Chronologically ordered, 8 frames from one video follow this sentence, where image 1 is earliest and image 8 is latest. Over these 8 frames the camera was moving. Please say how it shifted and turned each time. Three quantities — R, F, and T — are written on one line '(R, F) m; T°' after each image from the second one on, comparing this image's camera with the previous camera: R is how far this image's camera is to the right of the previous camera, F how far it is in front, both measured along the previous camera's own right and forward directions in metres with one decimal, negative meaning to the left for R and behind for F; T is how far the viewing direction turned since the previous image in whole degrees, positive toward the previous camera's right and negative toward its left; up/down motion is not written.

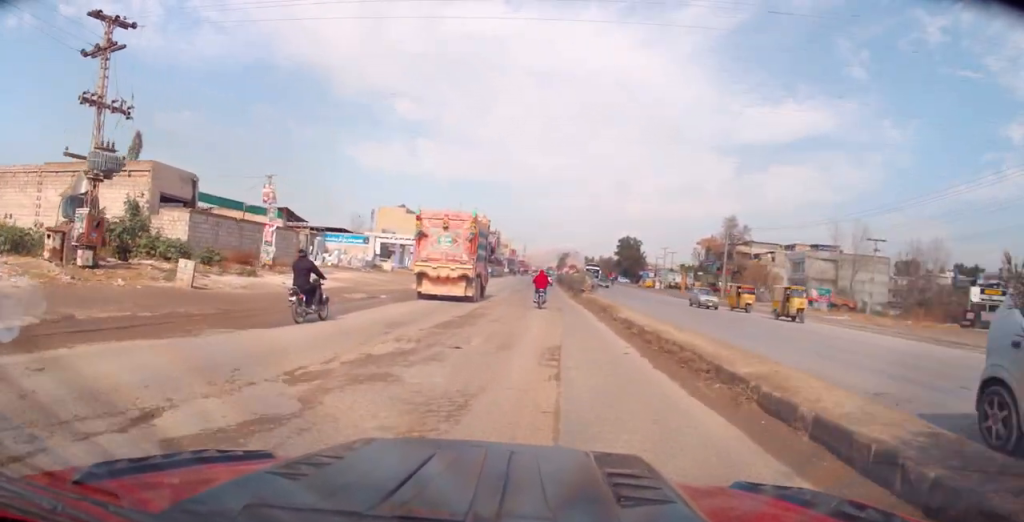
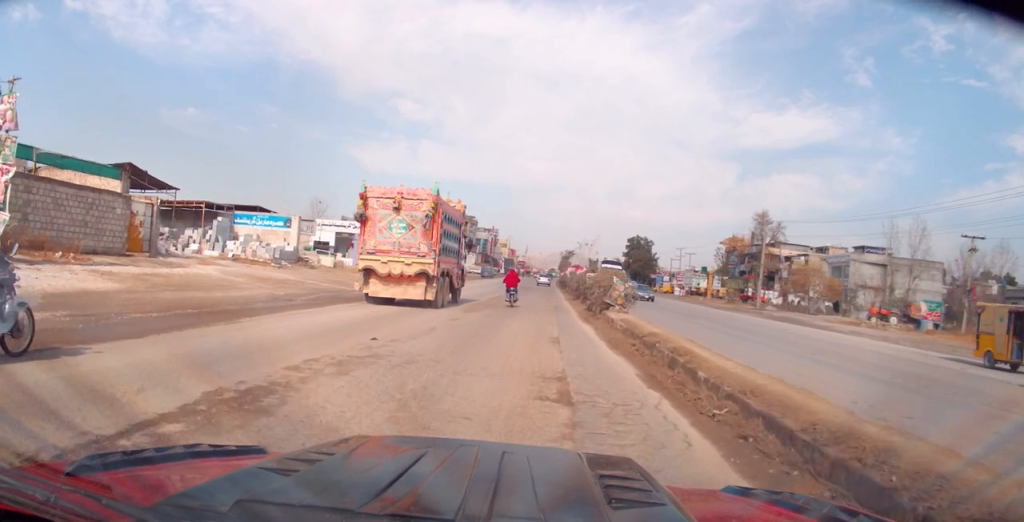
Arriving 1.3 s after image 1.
(0.0, +18.8) m; -1°
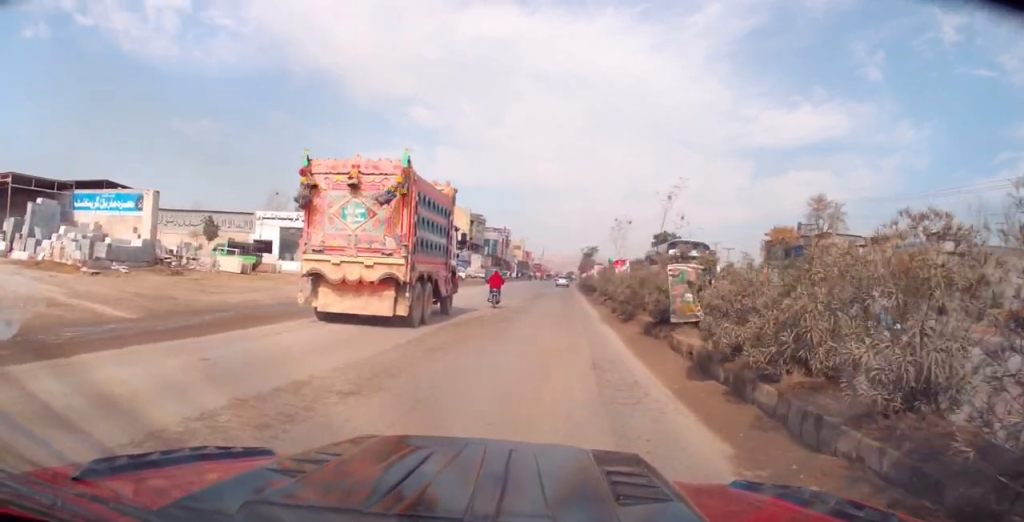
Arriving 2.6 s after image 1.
(0.0, +18.5) m; +1°
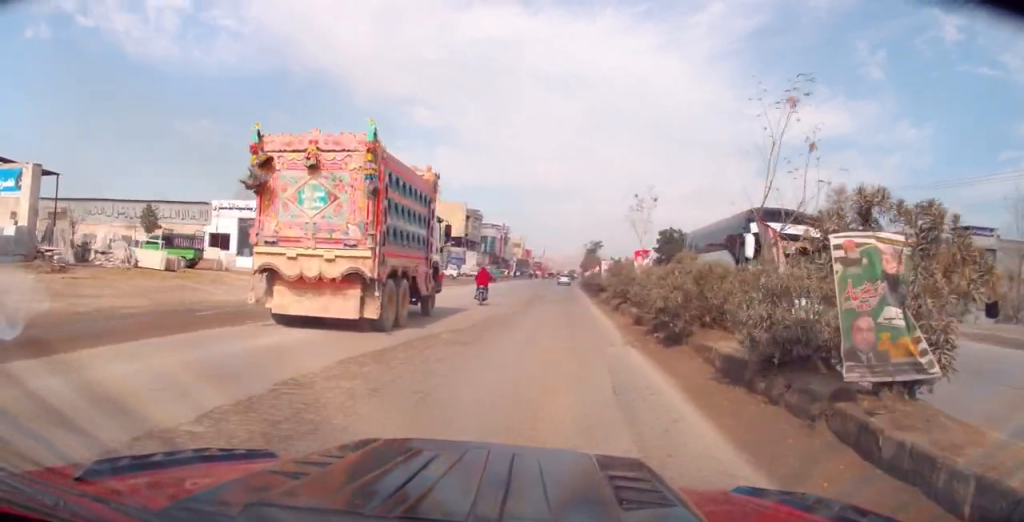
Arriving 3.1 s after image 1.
(+0.2, +7.1) m; 0°
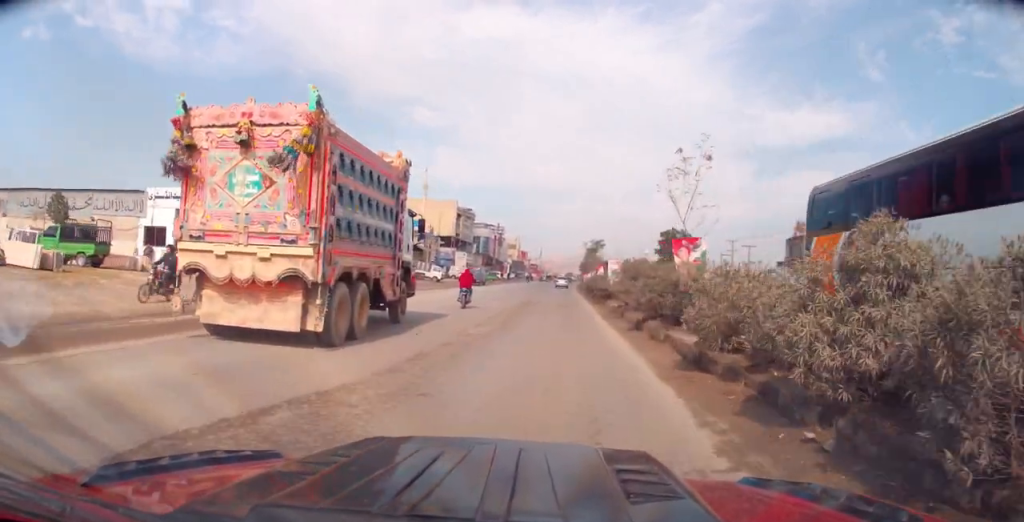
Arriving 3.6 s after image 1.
(0.0, +7.4) m; 0°
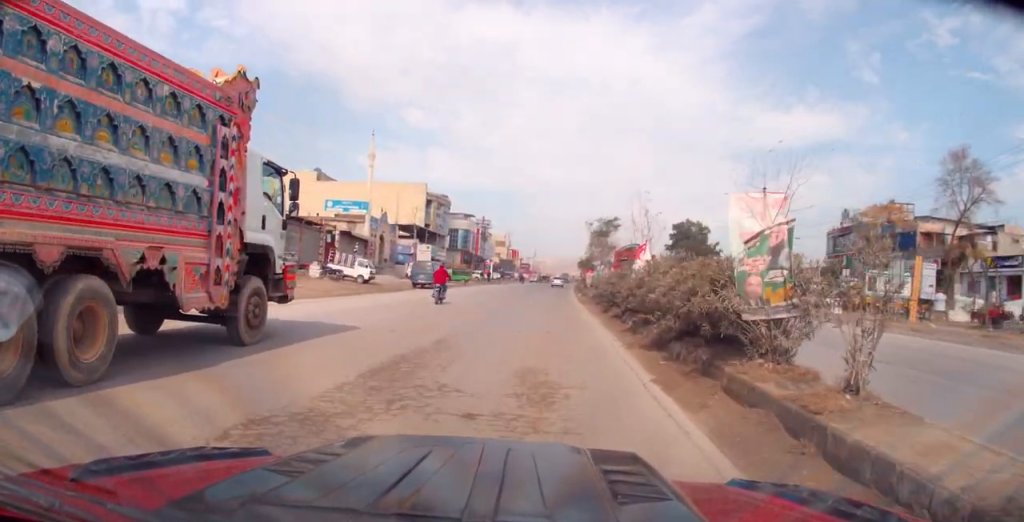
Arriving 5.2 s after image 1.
(-0.3, +23.6) m; -1°
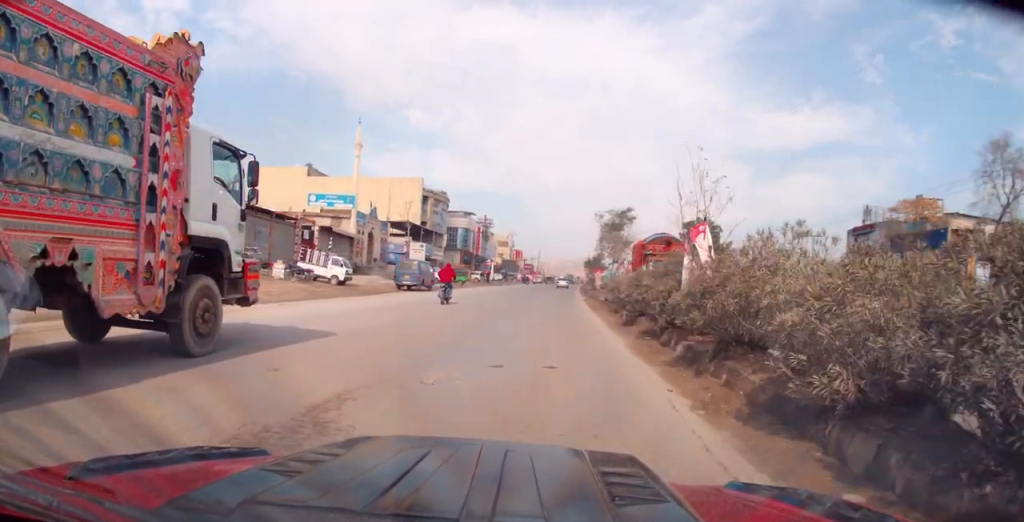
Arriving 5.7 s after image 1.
(-0.1, +6.0) m; 0°
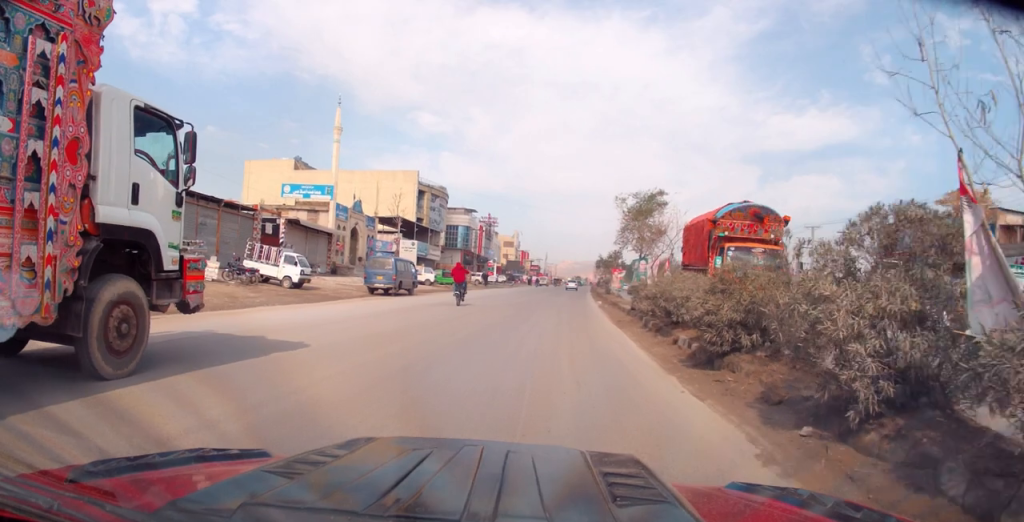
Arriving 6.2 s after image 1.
(-0.2, +7.9) m; 0°
